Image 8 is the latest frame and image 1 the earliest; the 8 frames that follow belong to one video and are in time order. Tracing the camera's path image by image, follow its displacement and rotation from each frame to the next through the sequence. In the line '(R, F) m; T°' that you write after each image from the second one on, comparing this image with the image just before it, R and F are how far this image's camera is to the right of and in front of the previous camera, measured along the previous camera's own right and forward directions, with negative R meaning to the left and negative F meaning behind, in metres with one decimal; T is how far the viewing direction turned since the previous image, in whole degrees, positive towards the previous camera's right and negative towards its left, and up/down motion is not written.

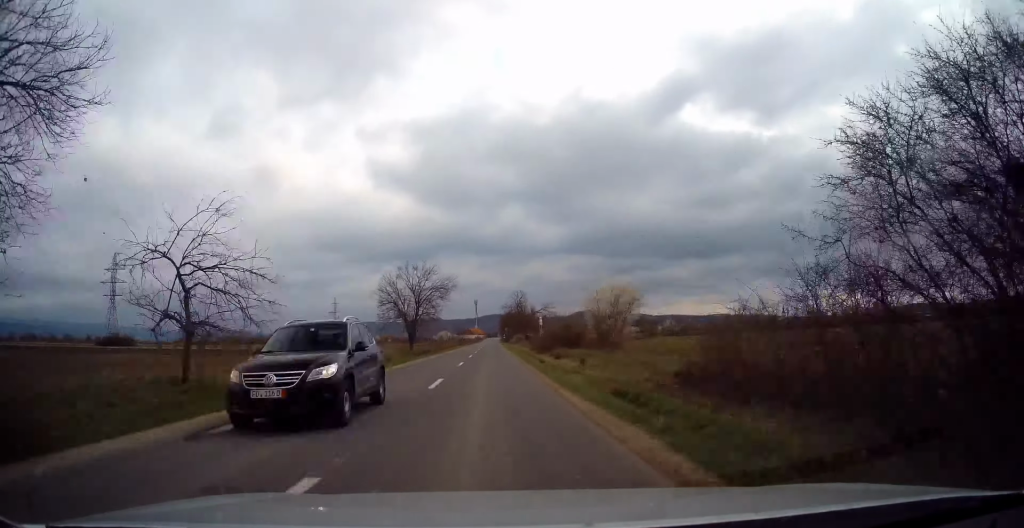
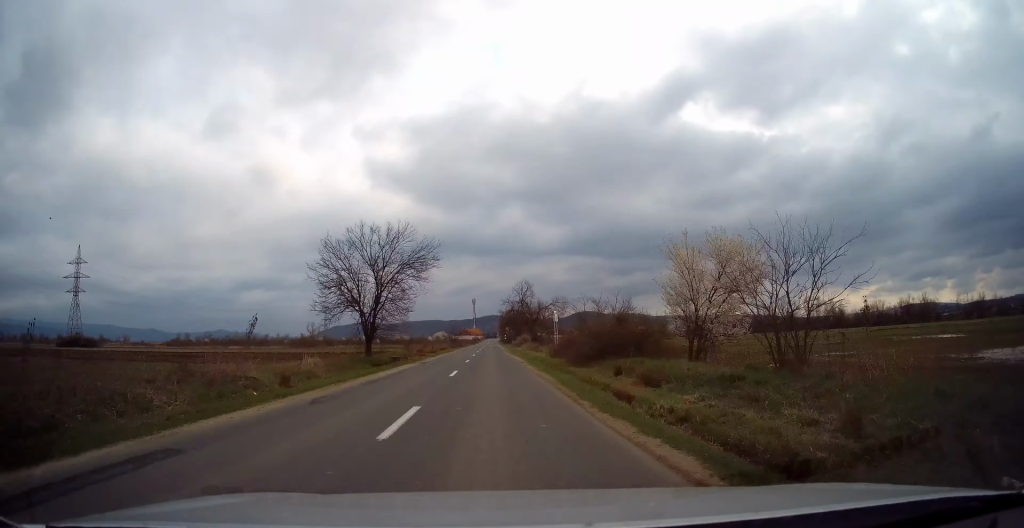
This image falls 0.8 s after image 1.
(0.0, +18.3) m; 0°
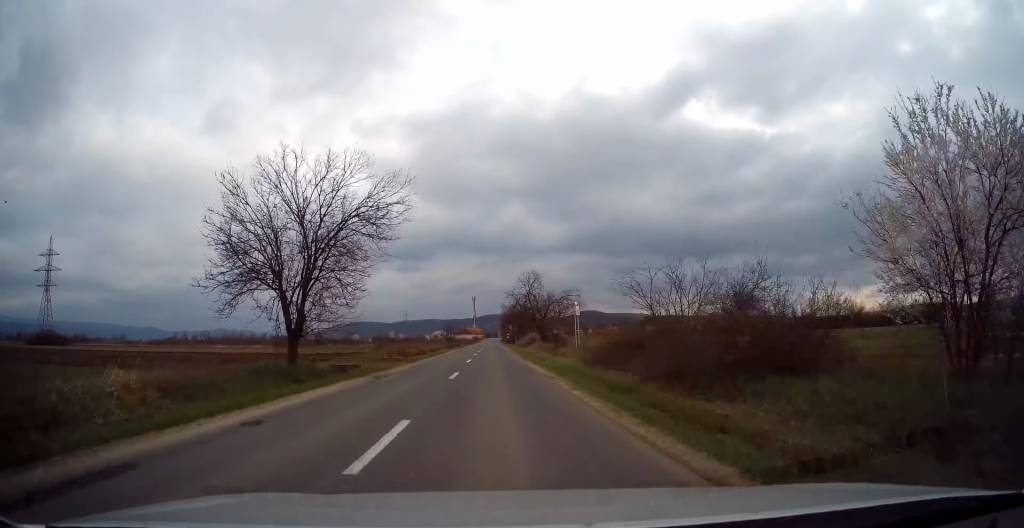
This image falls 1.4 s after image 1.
(0.0, +13.6) m; 0°
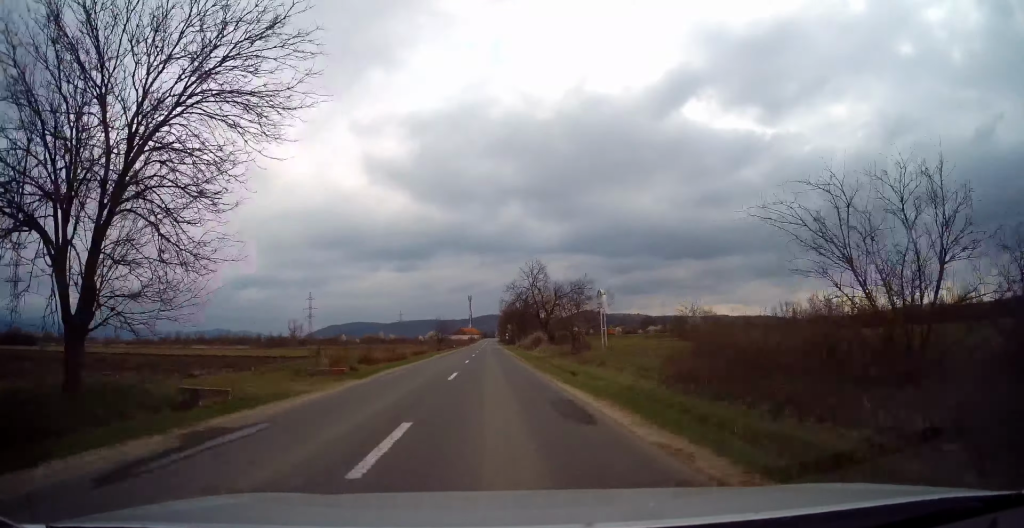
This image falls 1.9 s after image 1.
(-0.1, +12.0) m; 0°
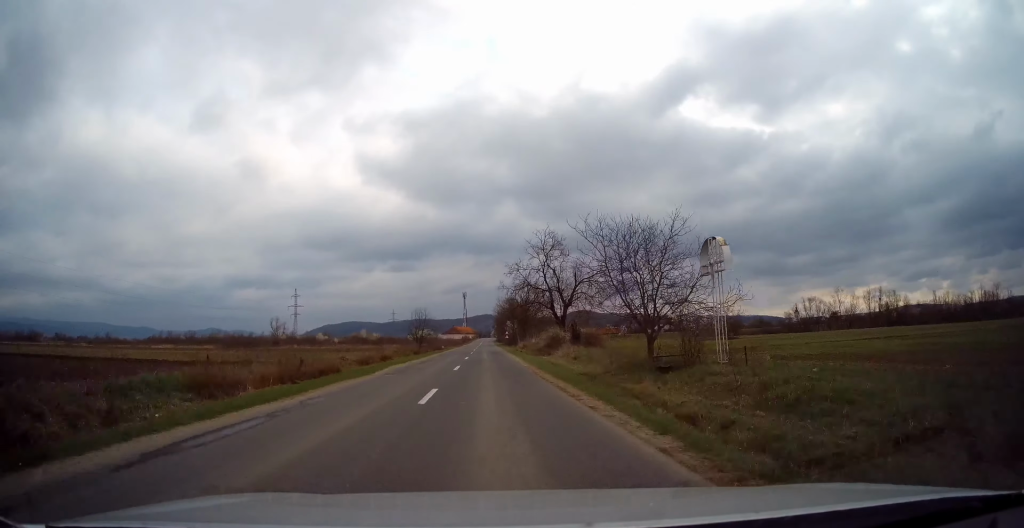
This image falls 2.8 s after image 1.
(+0.1, +18.2) m; 0°
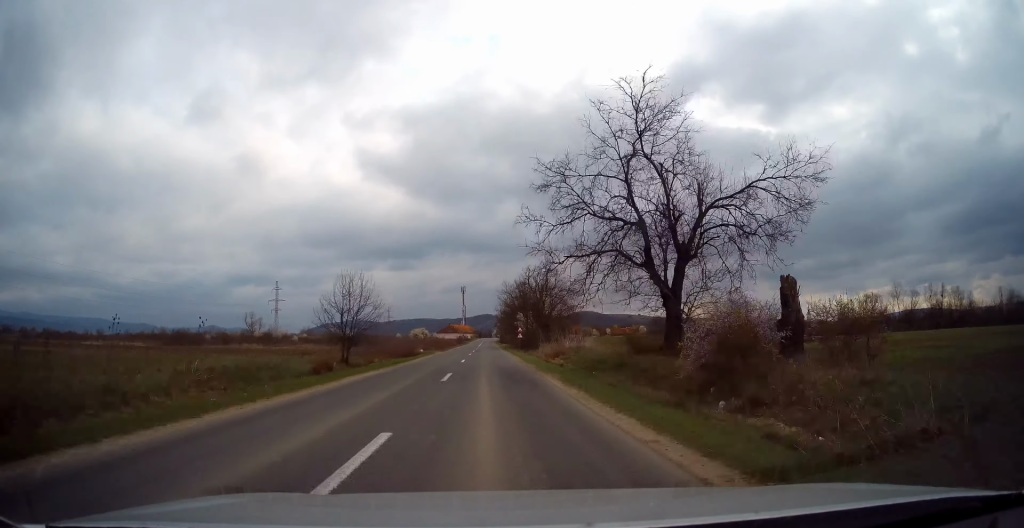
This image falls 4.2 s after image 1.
(0.0, +29.9) m; 0°
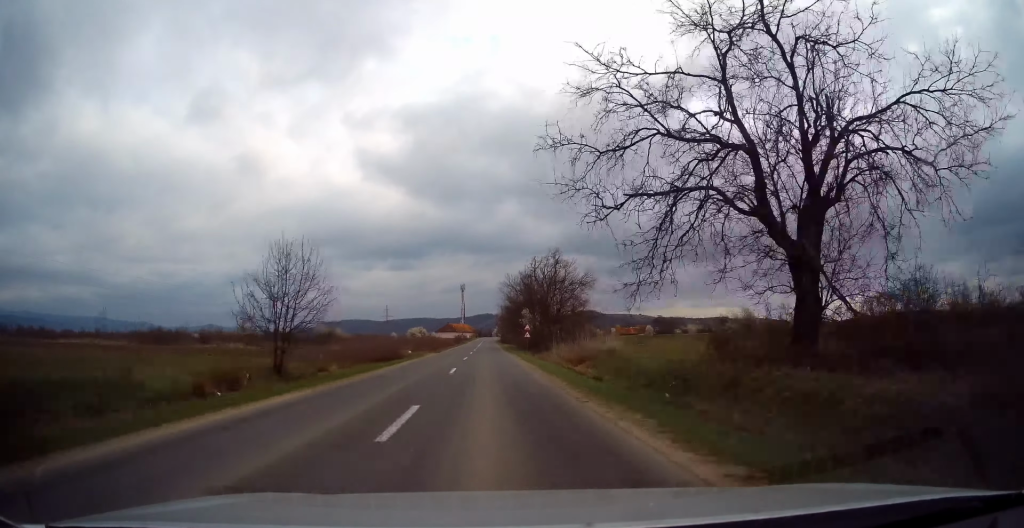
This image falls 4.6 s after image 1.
(0.0, +9.1) m; 0°
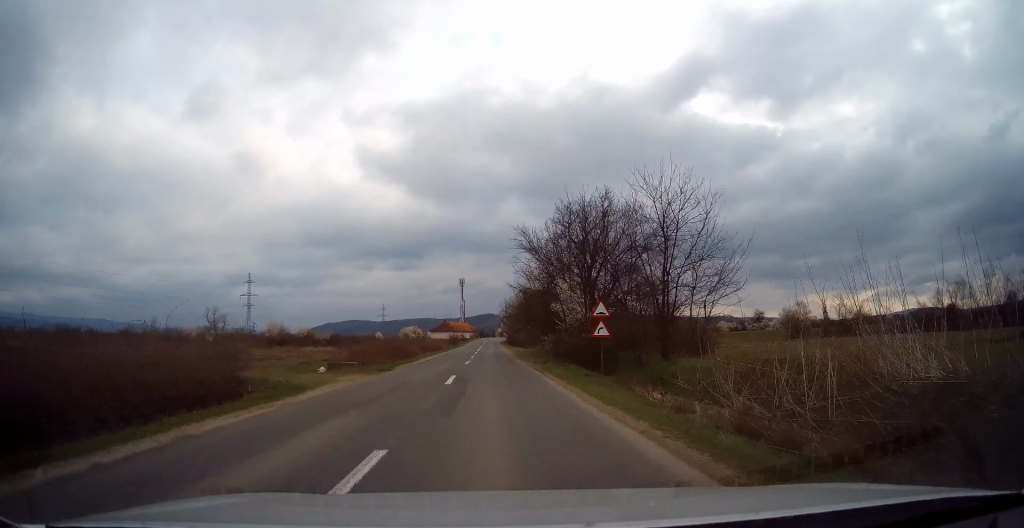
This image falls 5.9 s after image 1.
(+0.1, +27.3) m; 0°
